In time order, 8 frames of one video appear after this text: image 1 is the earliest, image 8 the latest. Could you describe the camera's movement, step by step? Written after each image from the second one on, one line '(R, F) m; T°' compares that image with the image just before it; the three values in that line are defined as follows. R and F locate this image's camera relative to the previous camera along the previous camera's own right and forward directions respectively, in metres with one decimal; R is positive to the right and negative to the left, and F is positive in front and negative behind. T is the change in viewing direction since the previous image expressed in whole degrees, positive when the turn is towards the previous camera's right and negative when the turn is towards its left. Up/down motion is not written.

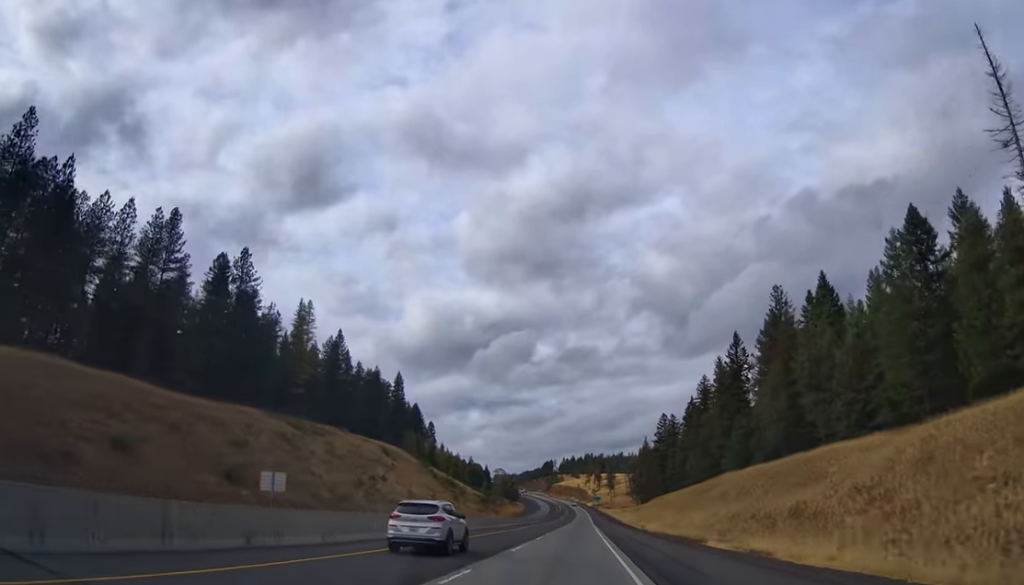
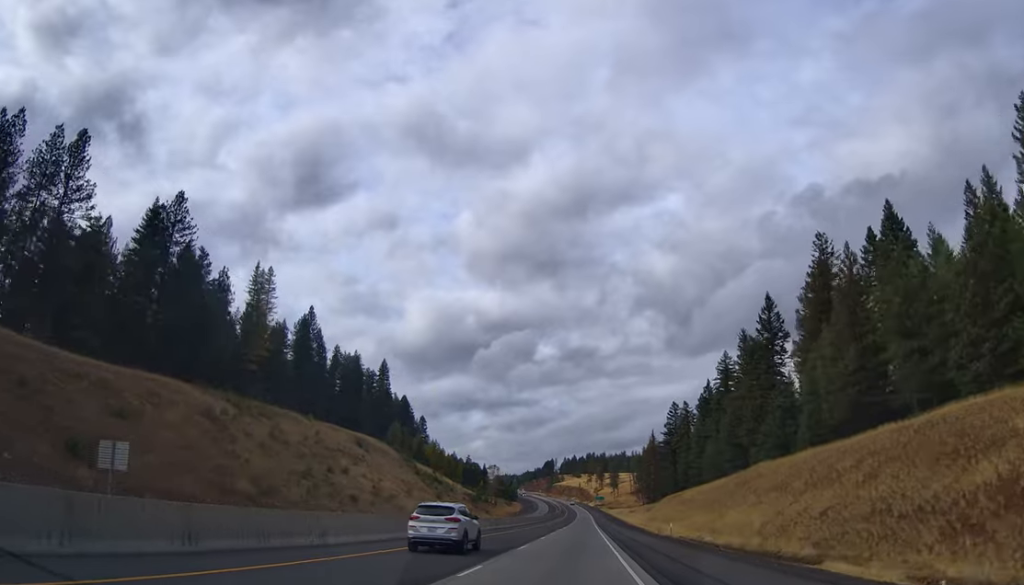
(0.0, +22.2) m; 0°
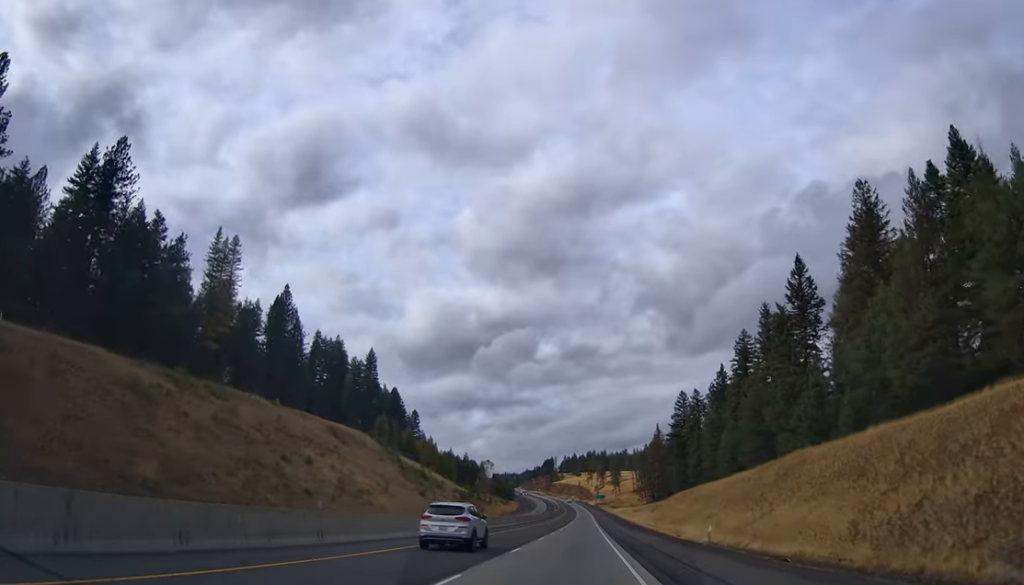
(+0.1, +15.5) m; 0°
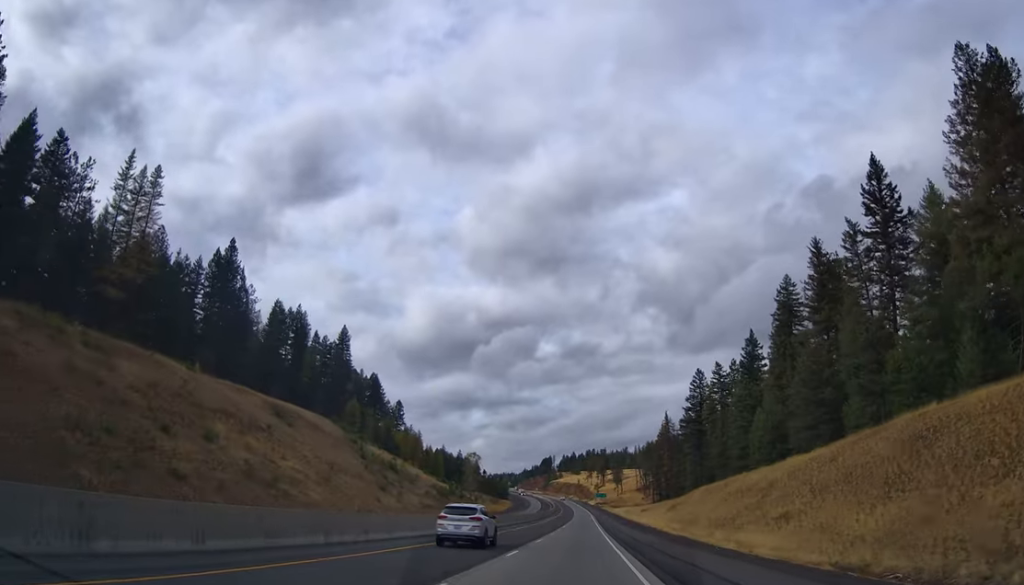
(+0.1, +26.6) m; 0°
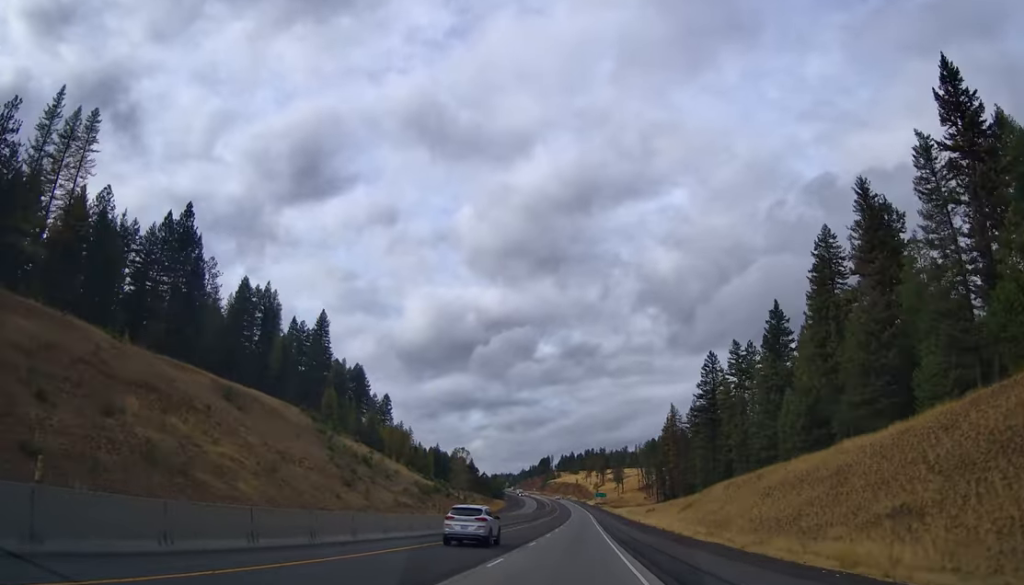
(-0.3, +16.5) m; 0°
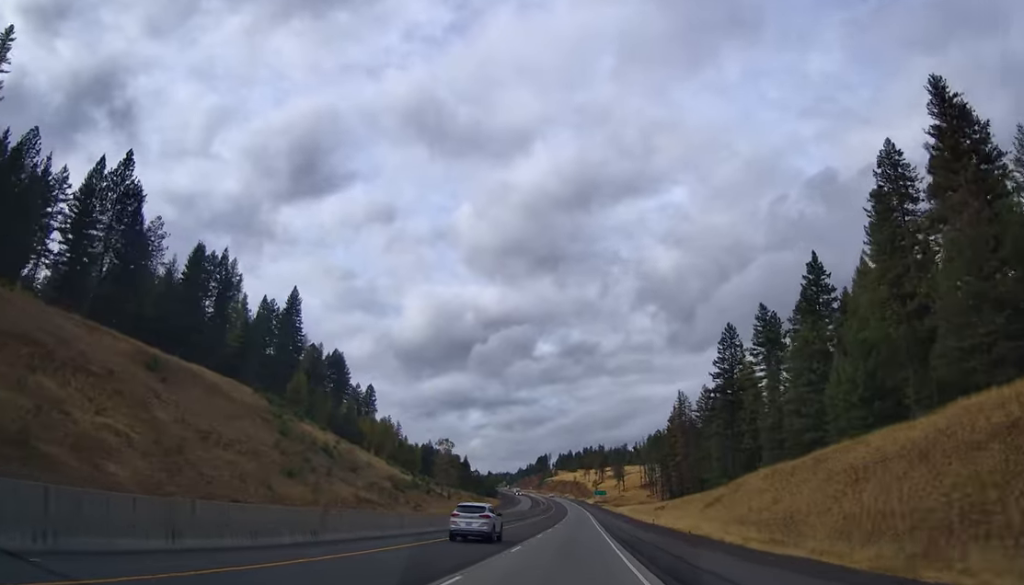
(-0.1, +18.8) m; 0°
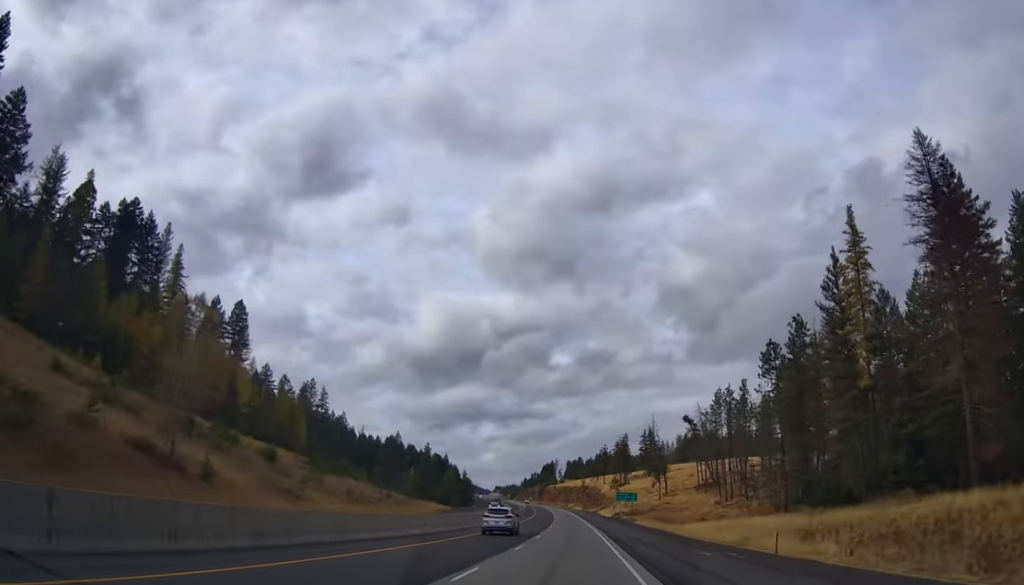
(+1.1, +110.8) m; 0°
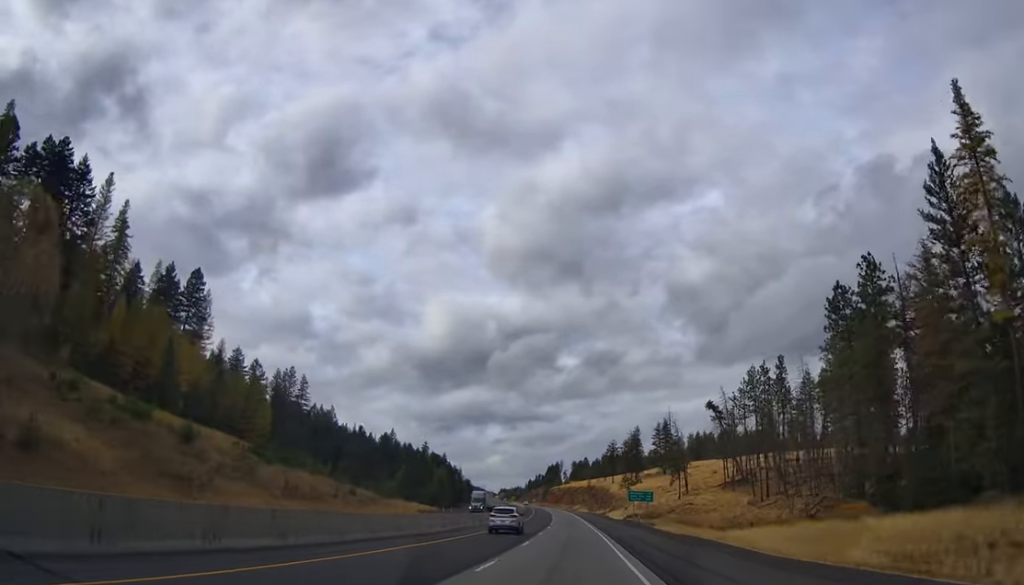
(-0.2, +21.8) m; -1°
